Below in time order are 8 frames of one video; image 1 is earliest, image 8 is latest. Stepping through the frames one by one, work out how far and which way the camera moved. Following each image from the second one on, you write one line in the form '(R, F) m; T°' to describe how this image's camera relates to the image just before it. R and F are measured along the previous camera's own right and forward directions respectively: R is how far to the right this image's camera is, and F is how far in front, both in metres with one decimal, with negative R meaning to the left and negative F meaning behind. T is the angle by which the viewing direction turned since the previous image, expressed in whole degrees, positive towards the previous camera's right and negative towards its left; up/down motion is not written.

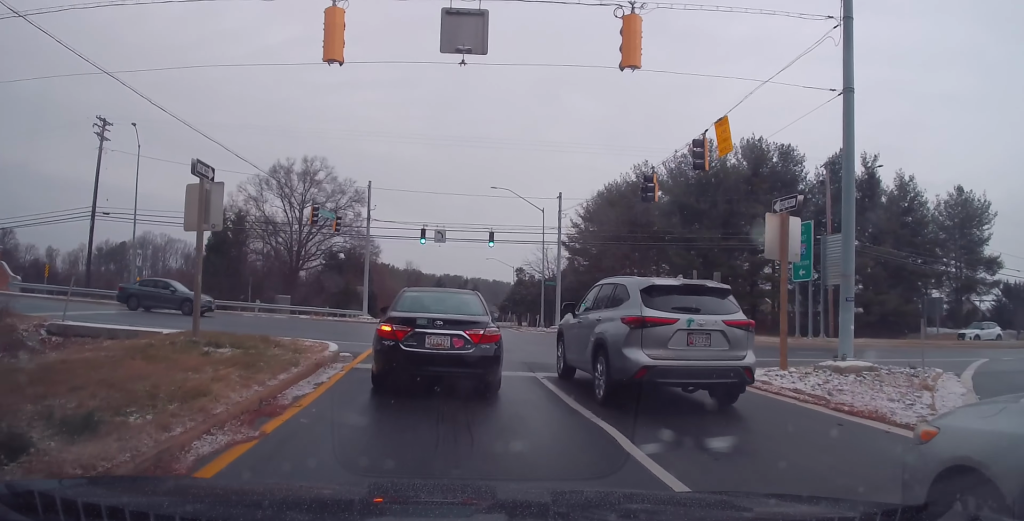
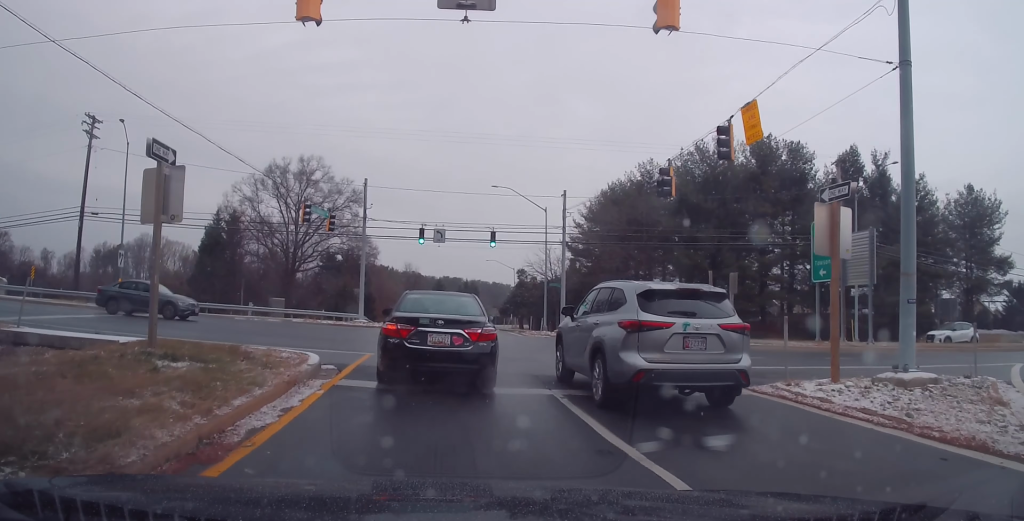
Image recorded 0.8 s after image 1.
(0.0, +3.1) m; -3°
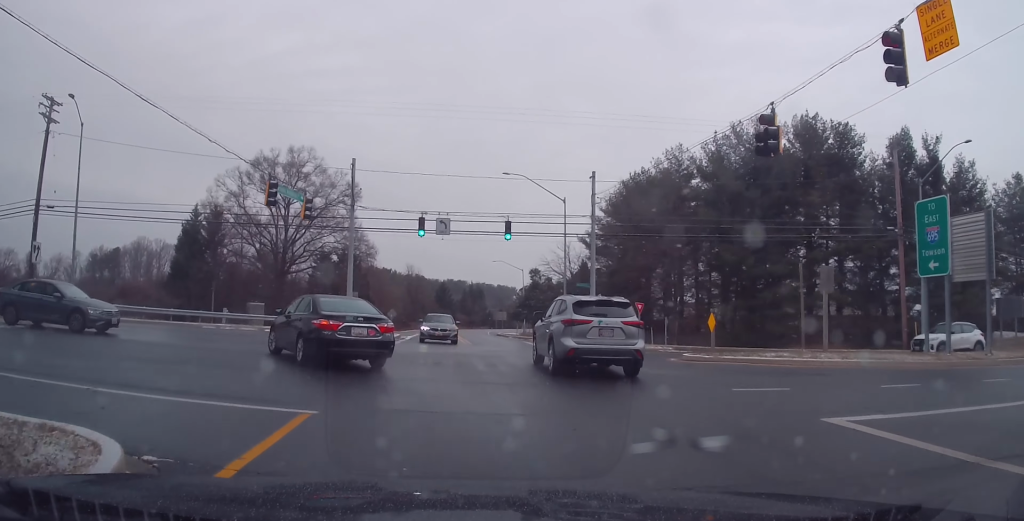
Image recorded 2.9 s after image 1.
(-0.5, +8.5) m; -12°
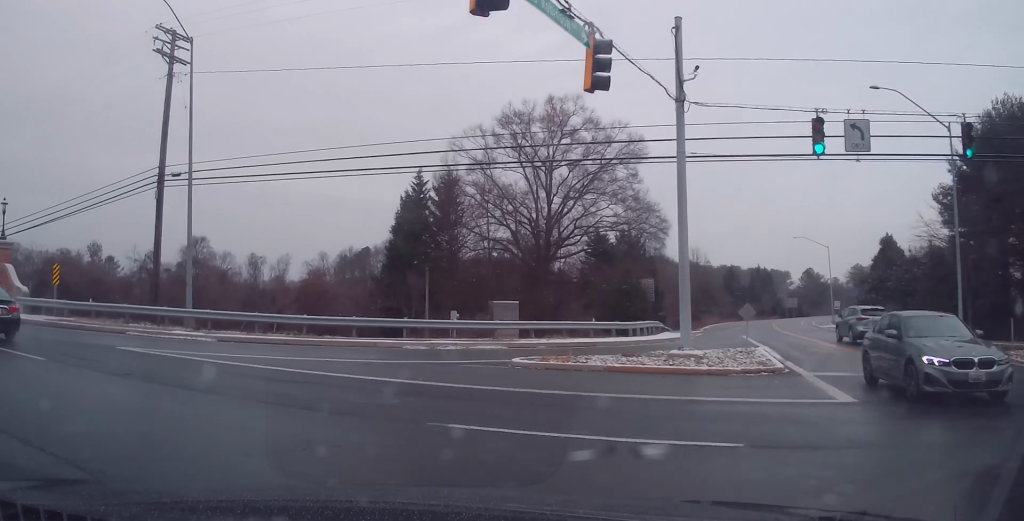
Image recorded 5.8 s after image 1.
(-3.5, +16.0) m; -38°
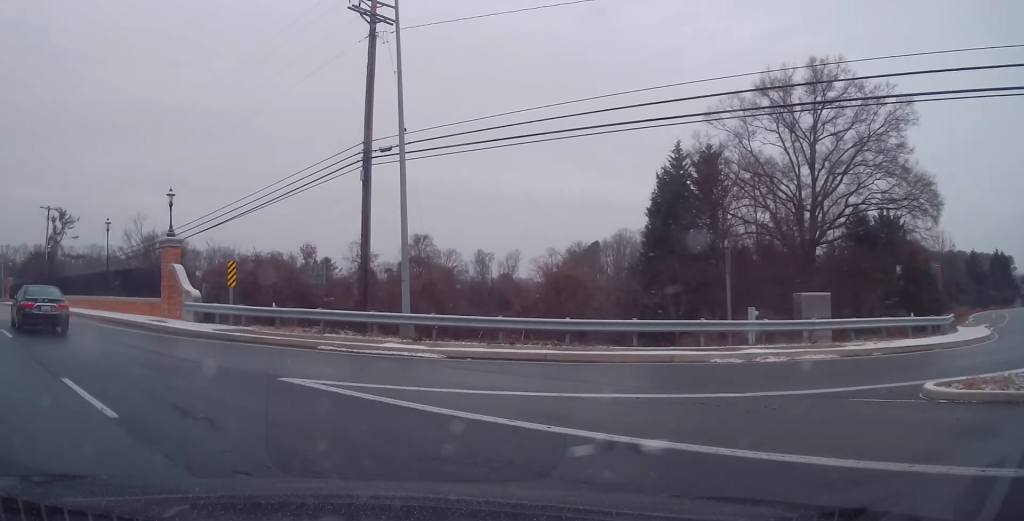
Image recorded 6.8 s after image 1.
(-1.5, +6.7) m; -14°
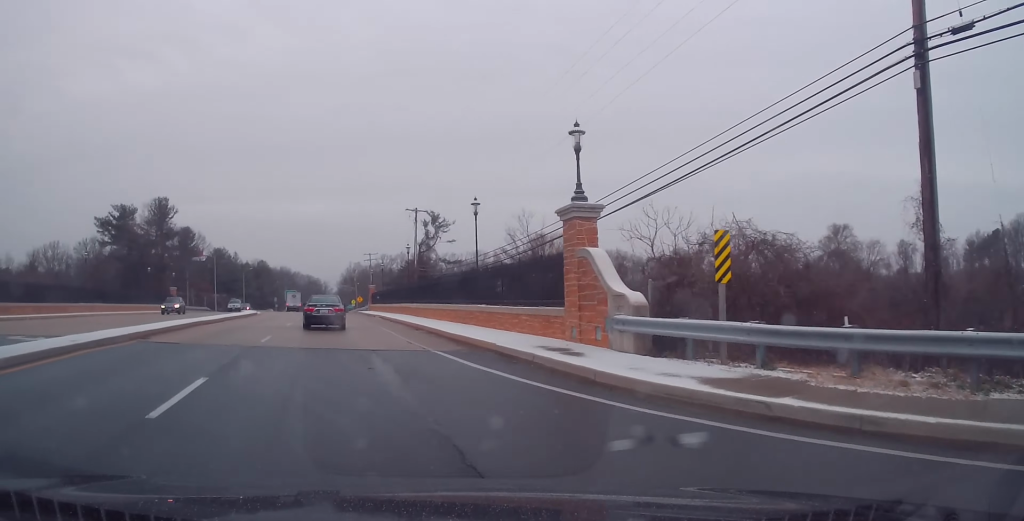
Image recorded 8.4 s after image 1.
(-2.8, +13.3) m; -19°
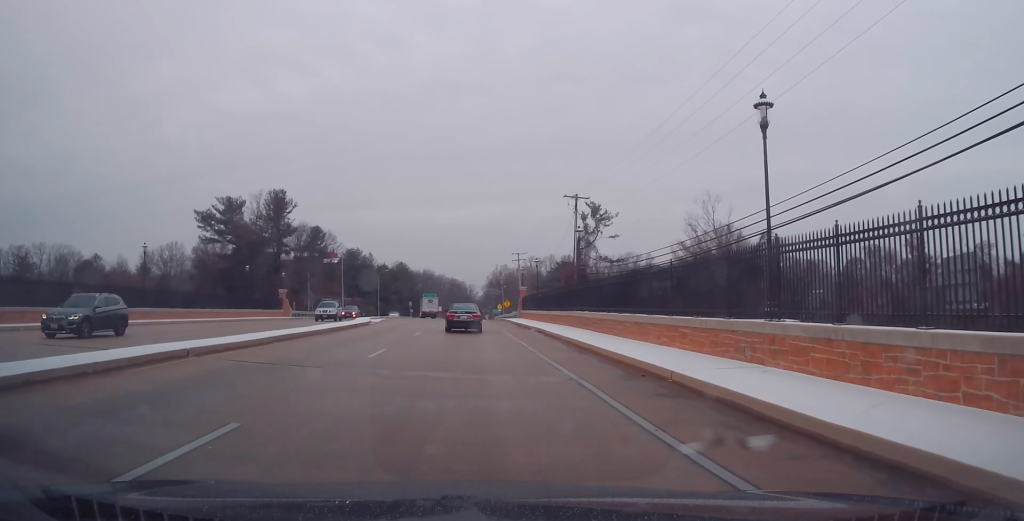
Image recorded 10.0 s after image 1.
(-1.9, +16.1) m; -7°
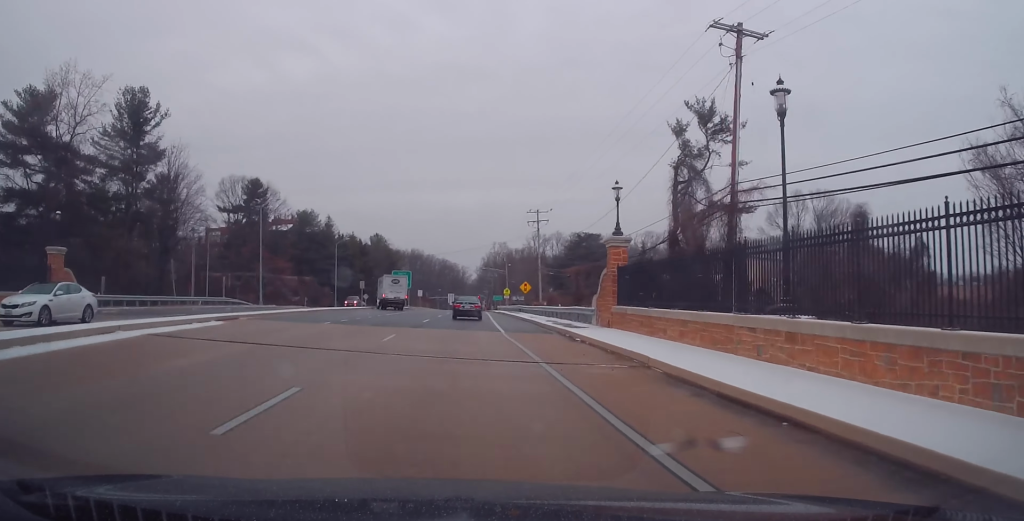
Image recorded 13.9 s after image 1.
(-1.1, +44.8) m; -1°
